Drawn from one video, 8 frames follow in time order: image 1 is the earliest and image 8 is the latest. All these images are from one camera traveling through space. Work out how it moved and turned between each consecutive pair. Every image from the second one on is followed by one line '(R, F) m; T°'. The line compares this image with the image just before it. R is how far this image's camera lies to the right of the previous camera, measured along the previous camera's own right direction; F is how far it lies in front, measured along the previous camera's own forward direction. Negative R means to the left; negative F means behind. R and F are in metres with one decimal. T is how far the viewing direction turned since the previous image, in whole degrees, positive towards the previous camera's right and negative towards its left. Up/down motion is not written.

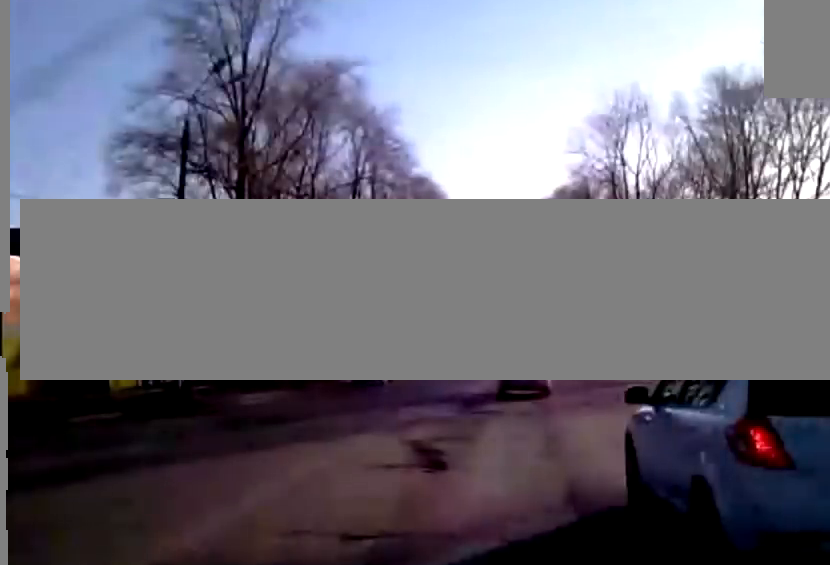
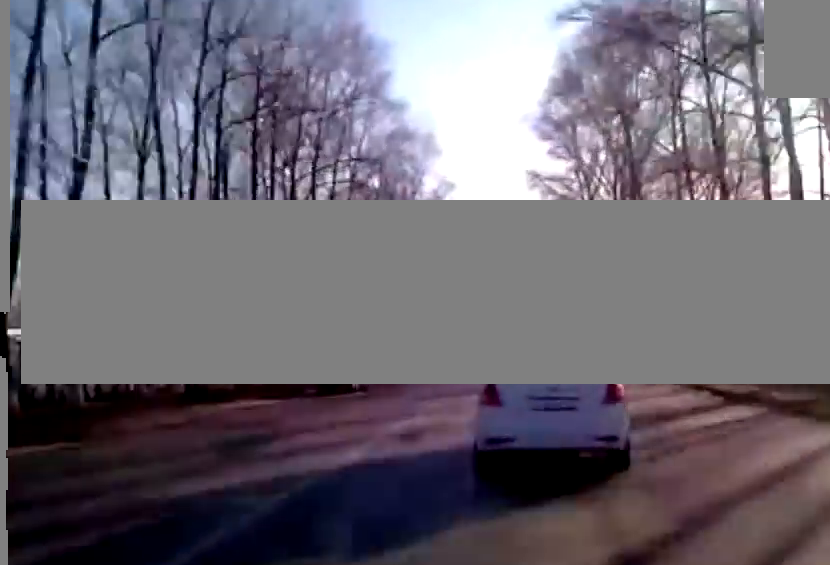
(+0.3, +32.7) m; 0°
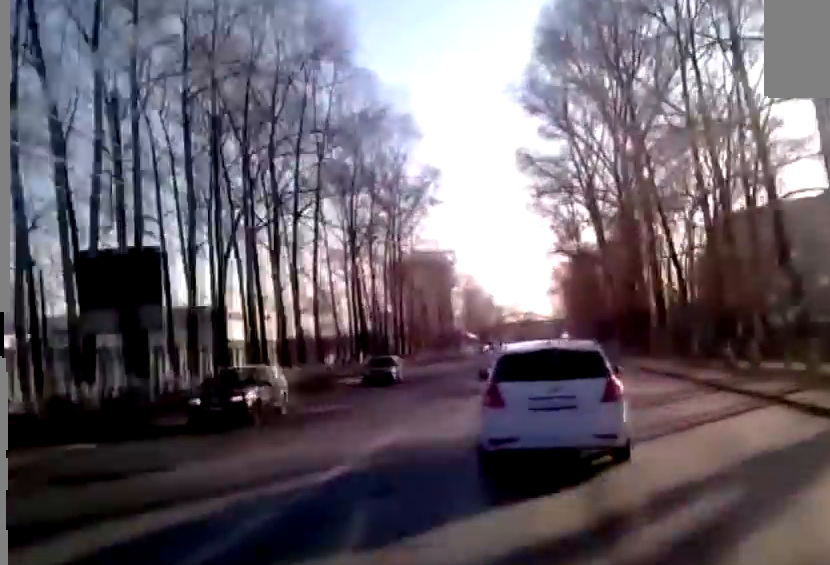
(0.0, +8.4) m; 0°
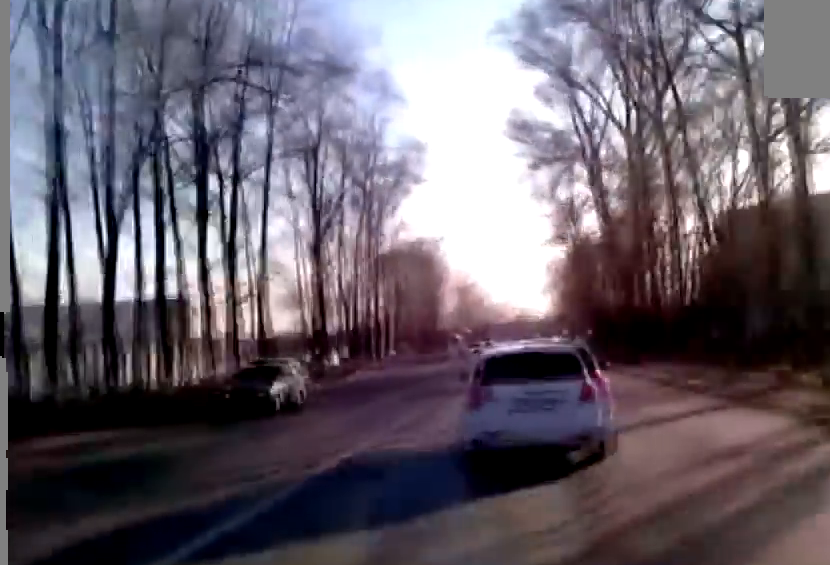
(+0.1, +10.9) m; +1°
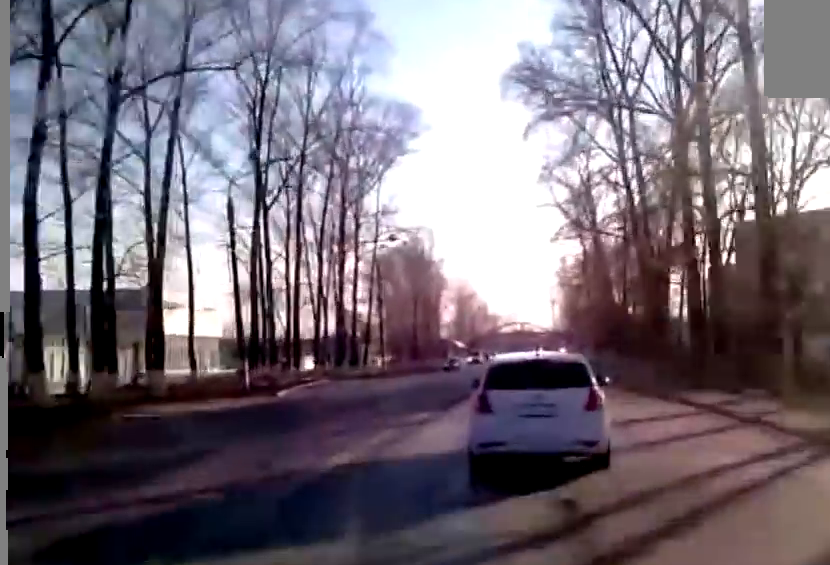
(+0.3, +15.0) m; +1°
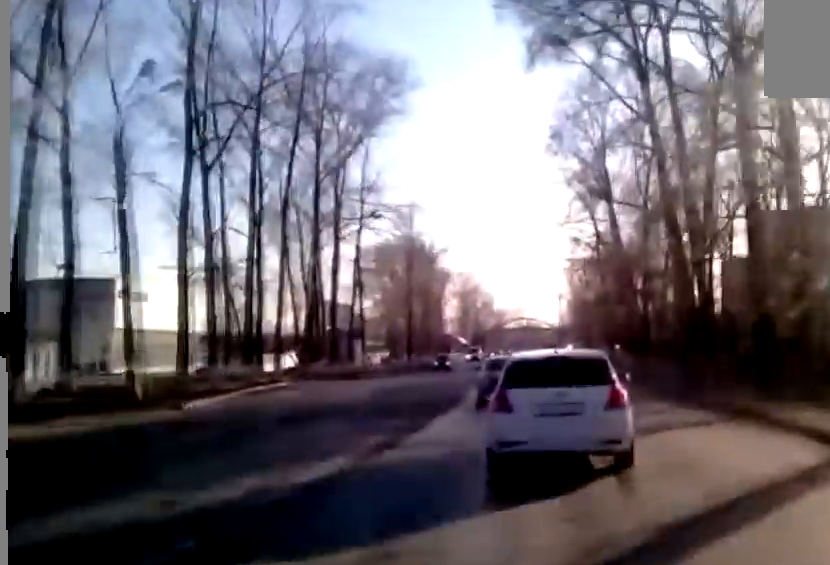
(+0.1, +10.4) m; 0°
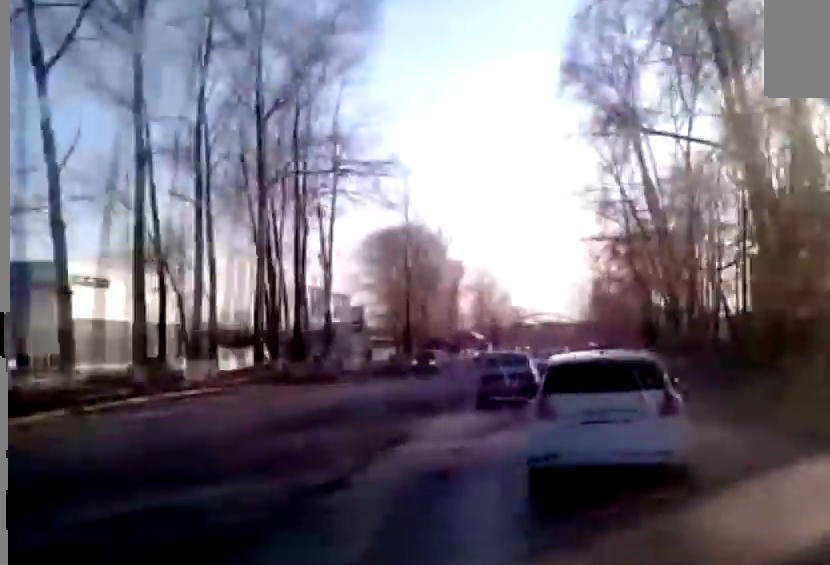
(0.0, +14.5) m; -2°
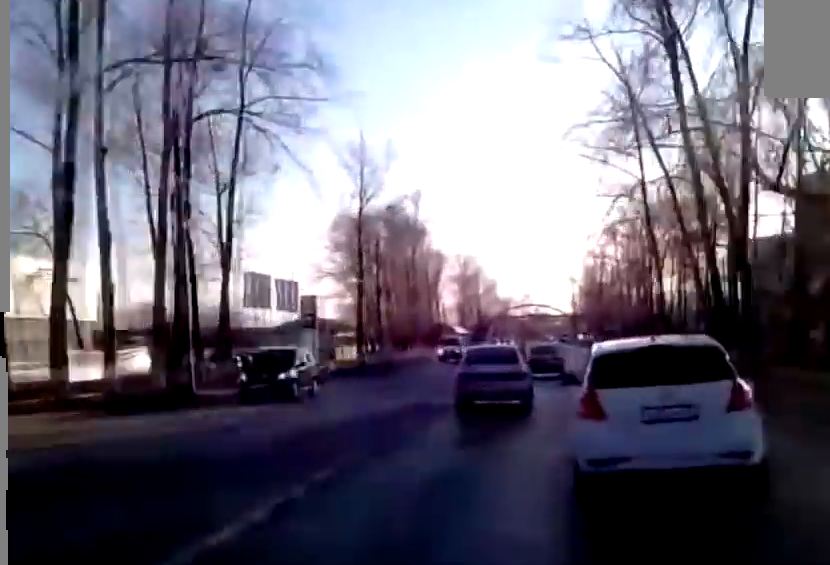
(-0.5, +17.0) m; -2°
